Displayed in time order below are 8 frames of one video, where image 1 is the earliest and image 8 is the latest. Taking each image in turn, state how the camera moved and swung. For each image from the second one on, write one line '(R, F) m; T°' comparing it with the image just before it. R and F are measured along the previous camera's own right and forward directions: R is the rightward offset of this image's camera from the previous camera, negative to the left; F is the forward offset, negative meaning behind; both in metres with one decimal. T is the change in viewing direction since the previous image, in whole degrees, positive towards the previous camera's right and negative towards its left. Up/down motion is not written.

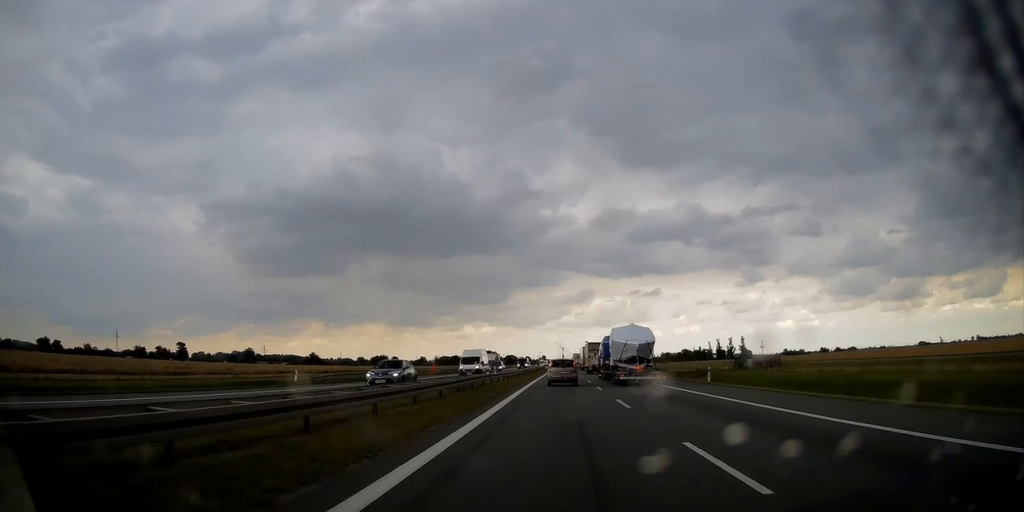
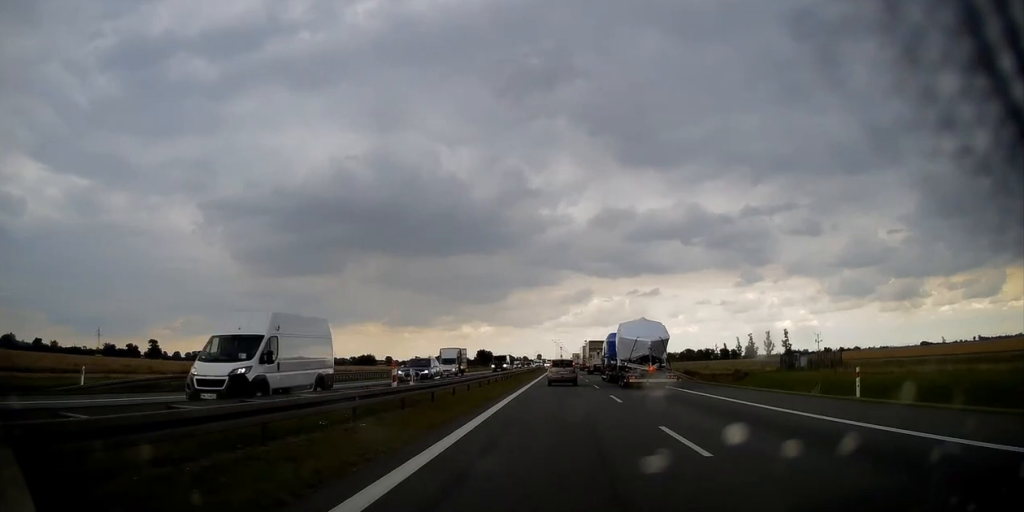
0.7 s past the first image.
(0.0, +21.3) m; 0°
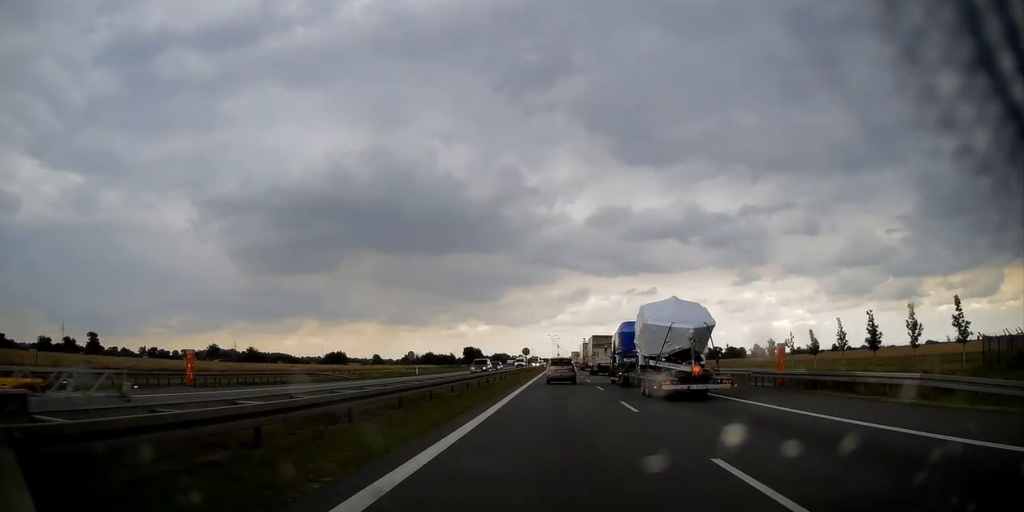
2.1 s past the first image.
(+0.2, +40.2) m; +1°
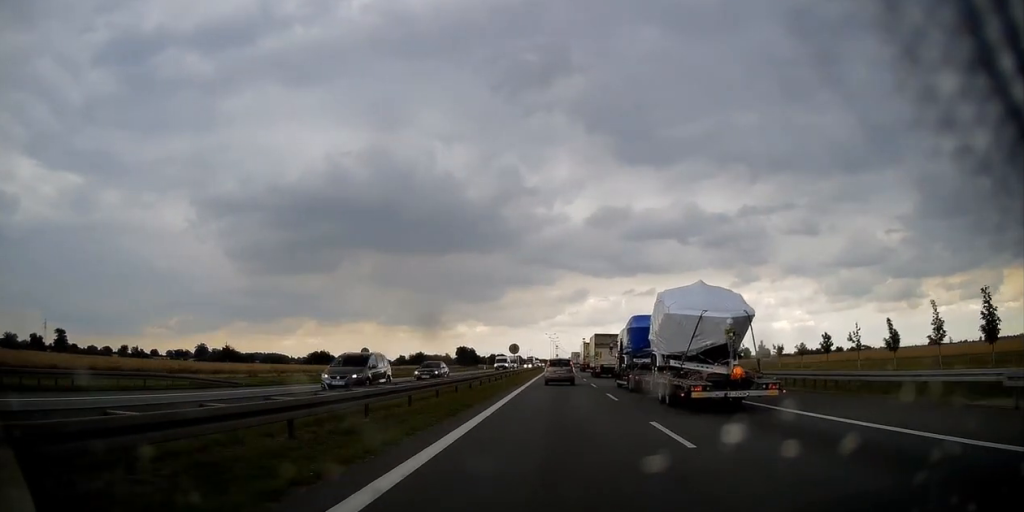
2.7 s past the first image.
(+0.3, +18.7) m; 0°
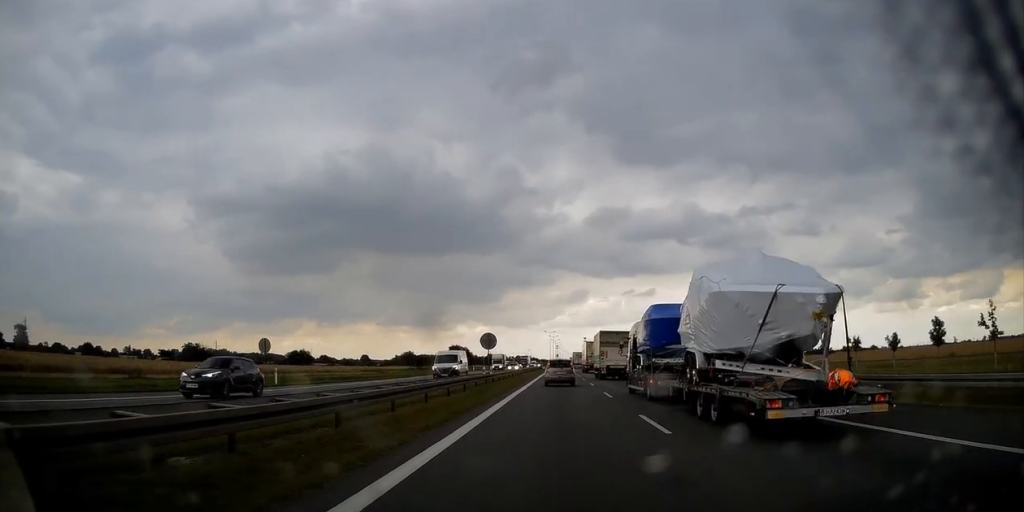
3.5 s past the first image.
(-0.3, +21.8) m; 0°
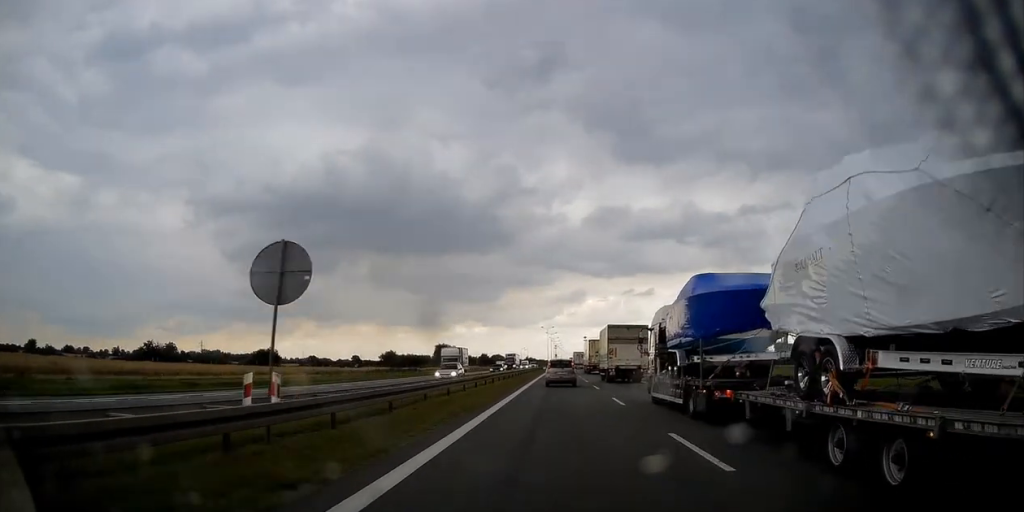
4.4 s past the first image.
(+0.2, +28.0) m; 0°
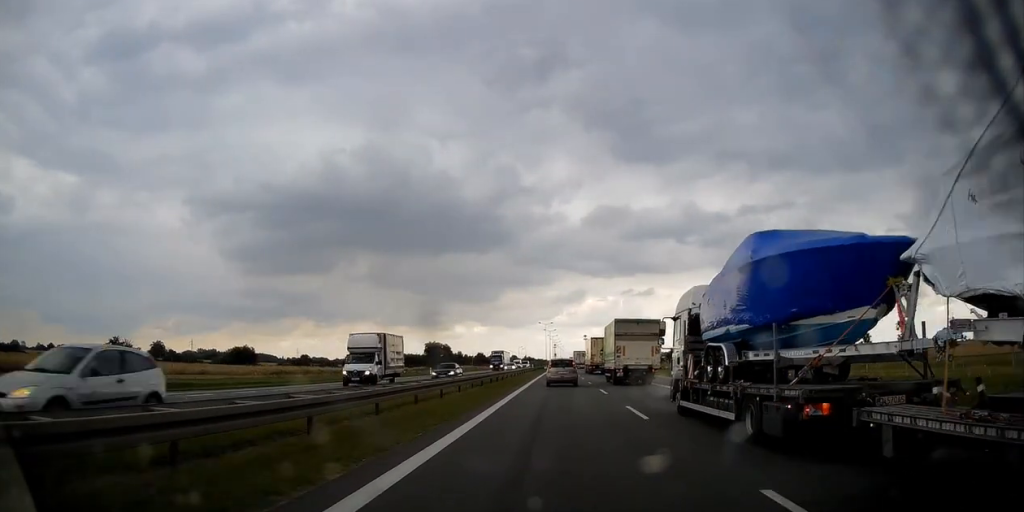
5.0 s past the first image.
(+0.1, +17.1) m; 0°
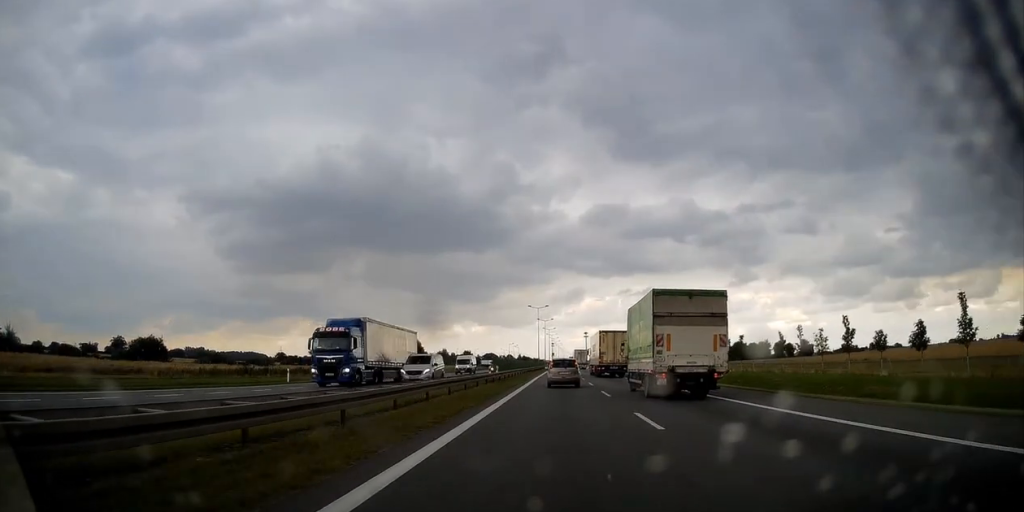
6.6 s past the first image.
(-0.2, +49.8) m; 0°
